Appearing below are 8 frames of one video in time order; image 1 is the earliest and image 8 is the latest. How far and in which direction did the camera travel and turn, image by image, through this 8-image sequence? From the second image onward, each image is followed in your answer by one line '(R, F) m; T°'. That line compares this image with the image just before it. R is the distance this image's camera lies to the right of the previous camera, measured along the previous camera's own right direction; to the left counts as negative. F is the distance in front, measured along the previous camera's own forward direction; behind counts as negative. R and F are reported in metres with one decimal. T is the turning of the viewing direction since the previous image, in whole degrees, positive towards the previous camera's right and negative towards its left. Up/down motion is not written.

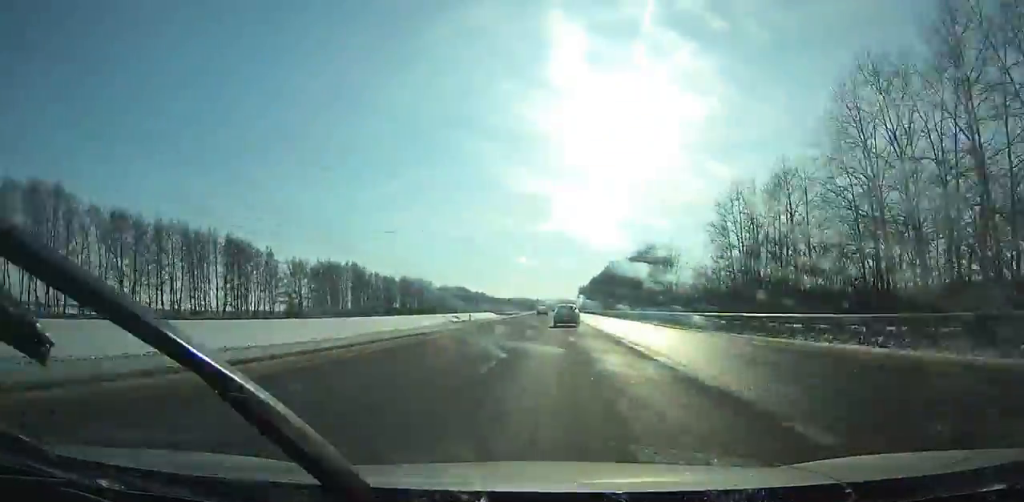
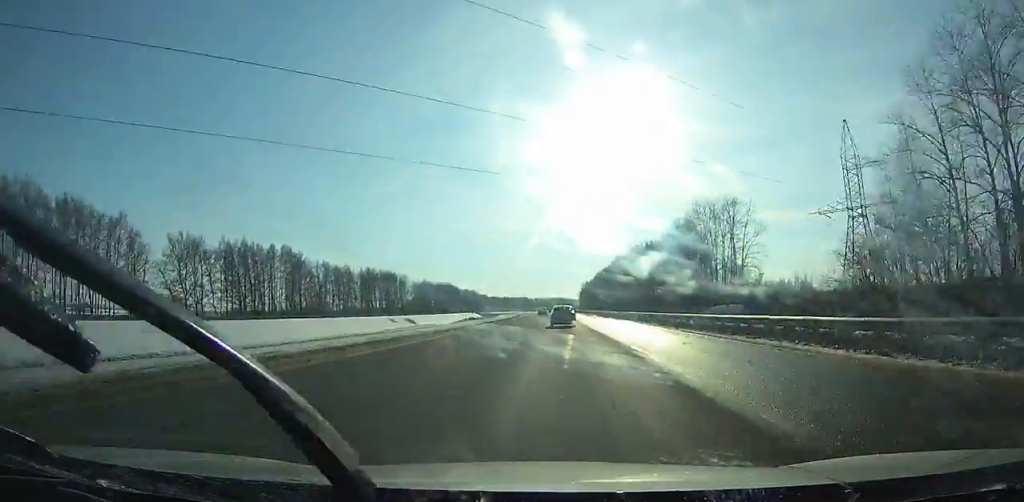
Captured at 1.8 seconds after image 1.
(0.0, +55.4) m; 0°
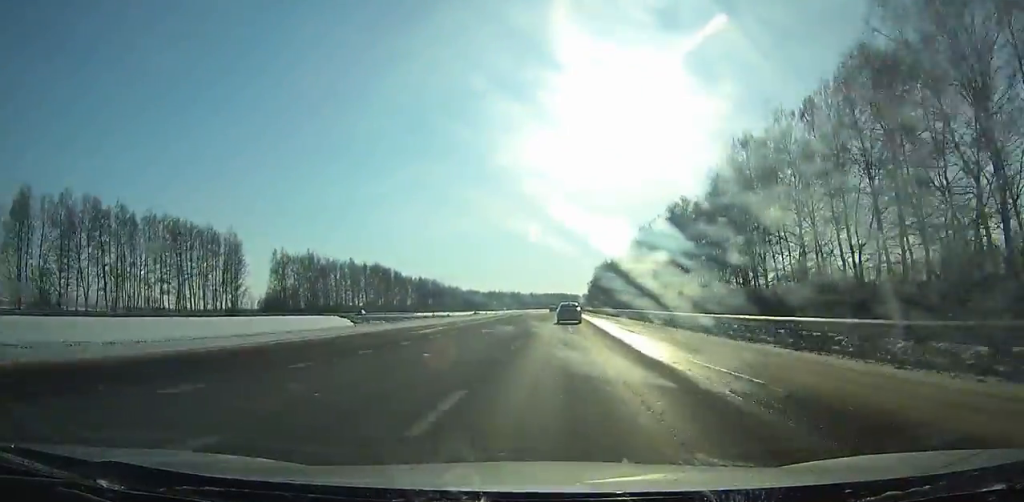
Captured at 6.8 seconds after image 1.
(0.0, +153.6) m; 0°
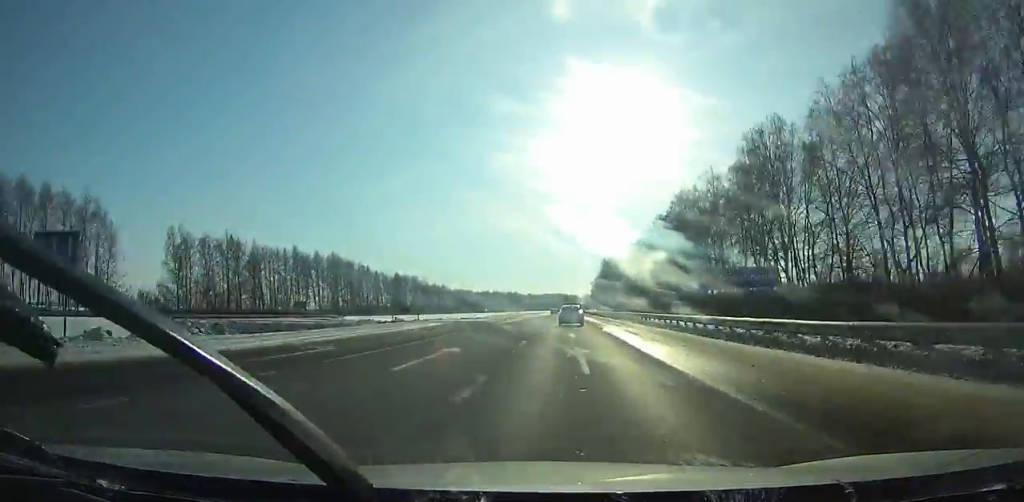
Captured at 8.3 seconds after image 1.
(+0.1, +45.9) m; 0°
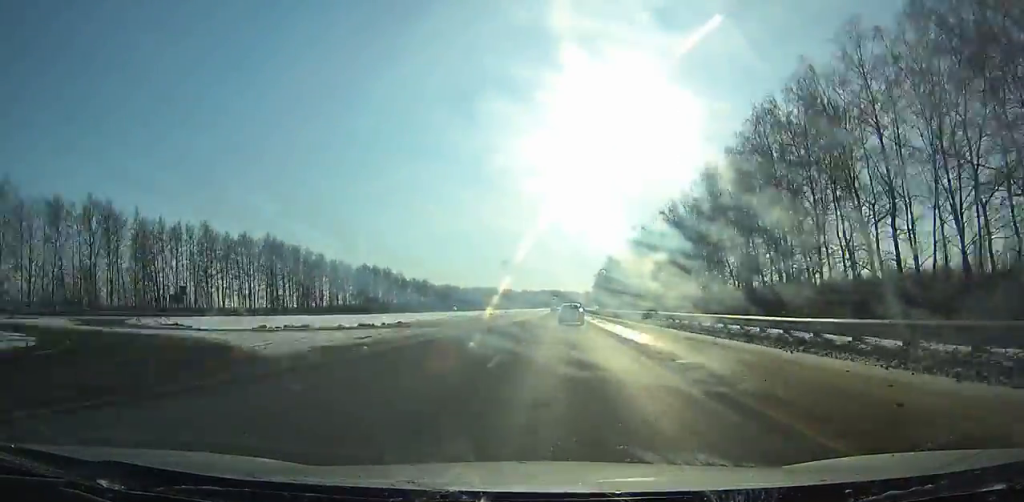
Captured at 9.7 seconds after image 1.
(0.0, +42.9) m; 0°
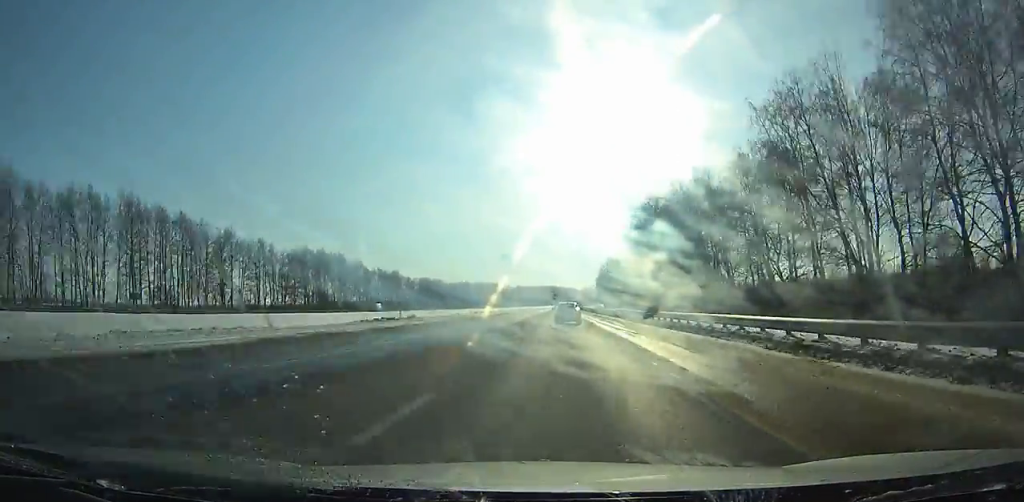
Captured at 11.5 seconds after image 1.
(+0.1, +55.0) m; 0°
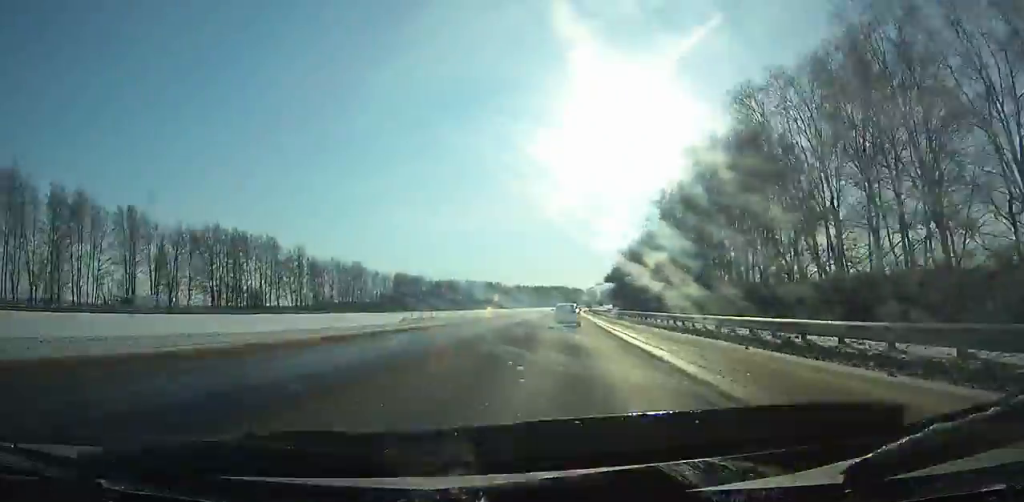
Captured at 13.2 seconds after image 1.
(+0.1, +51.8) m; 0°
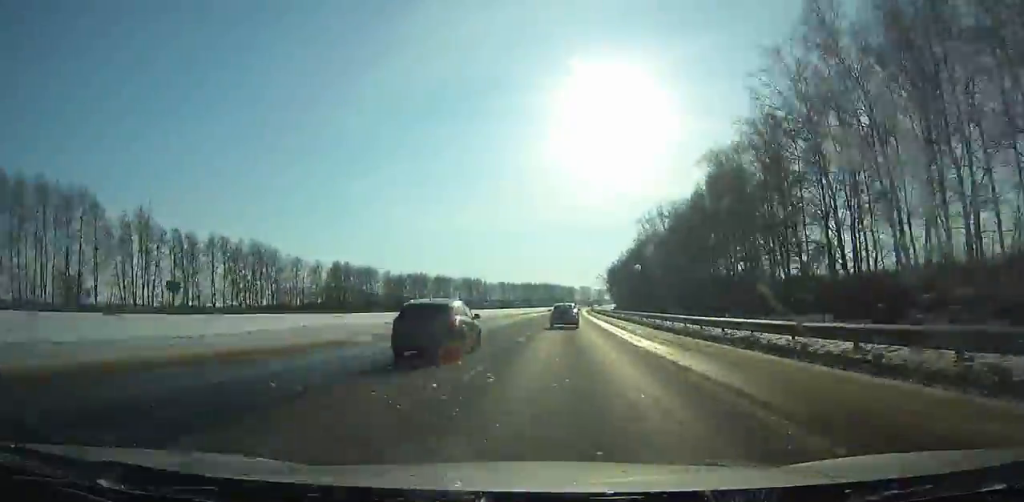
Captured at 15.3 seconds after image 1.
(+0.1, +63.8) m; +1°
